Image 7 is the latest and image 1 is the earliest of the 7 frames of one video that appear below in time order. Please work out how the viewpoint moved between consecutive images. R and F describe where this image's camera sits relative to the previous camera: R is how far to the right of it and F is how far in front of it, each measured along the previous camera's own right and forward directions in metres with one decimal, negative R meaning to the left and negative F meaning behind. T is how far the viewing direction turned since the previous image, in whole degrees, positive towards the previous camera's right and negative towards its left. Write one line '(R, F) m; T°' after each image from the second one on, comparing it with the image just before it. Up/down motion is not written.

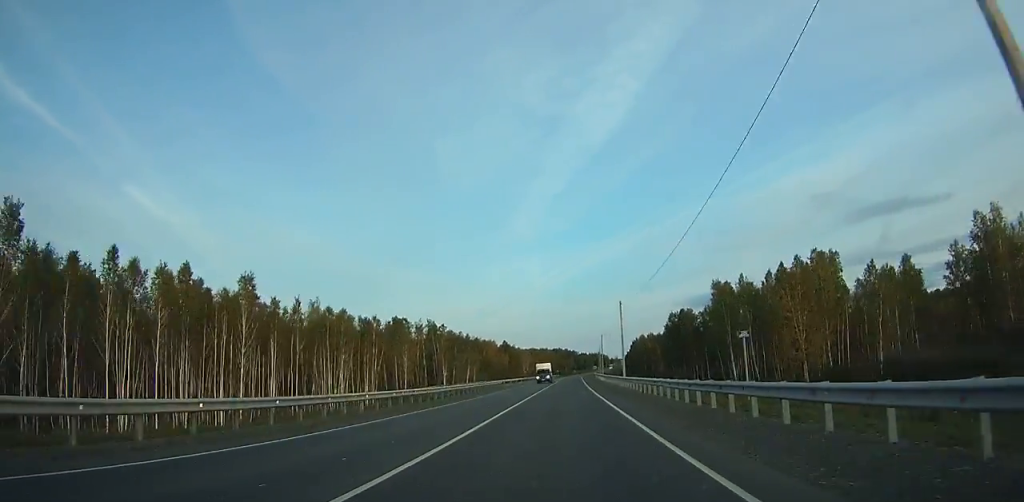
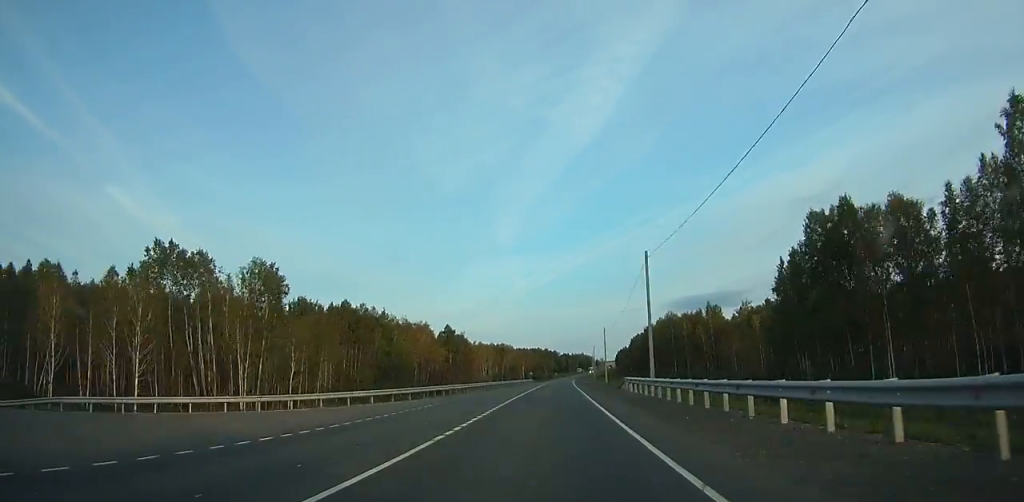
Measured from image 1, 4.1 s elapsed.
(+1.9, +83.5) m; +2°
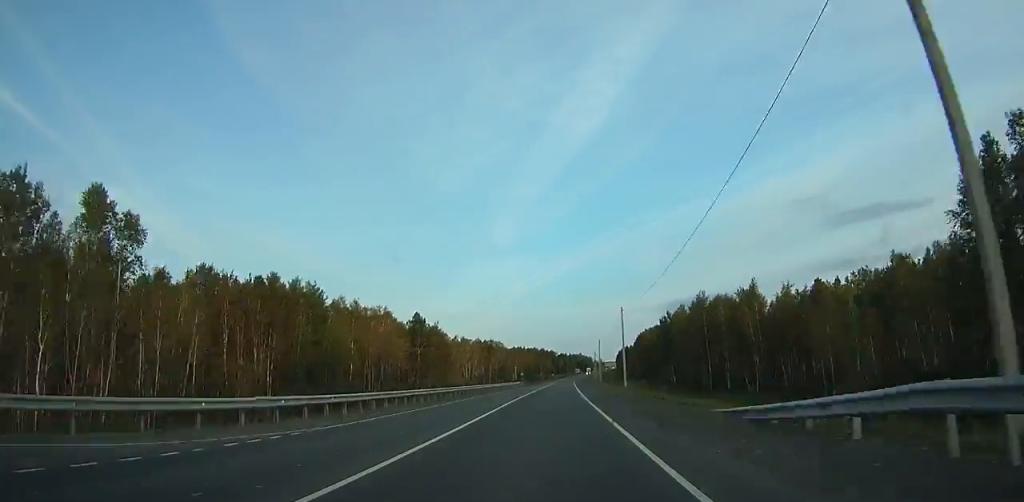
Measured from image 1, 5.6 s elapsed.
(+0.1, +30.3) m; 0°
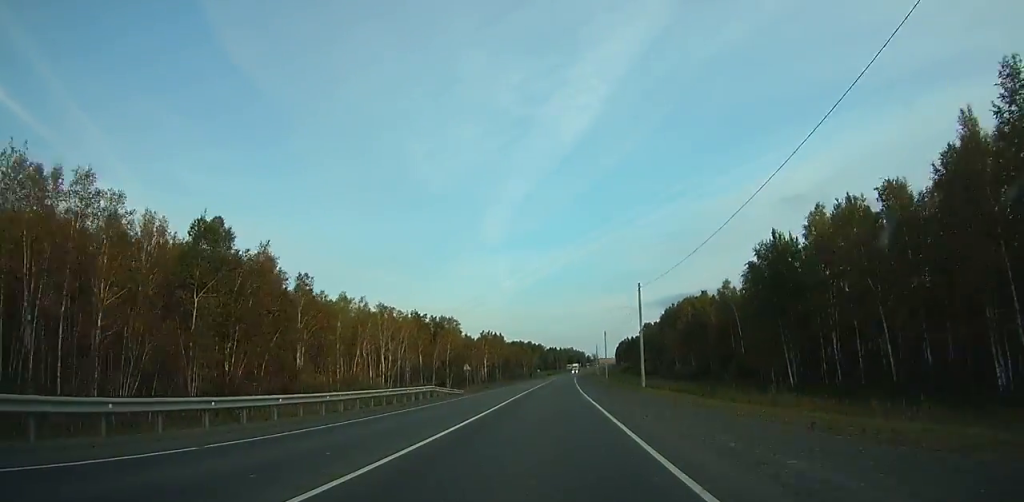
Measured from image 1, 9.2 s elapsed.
(+0.4, +72.1) m; +1°
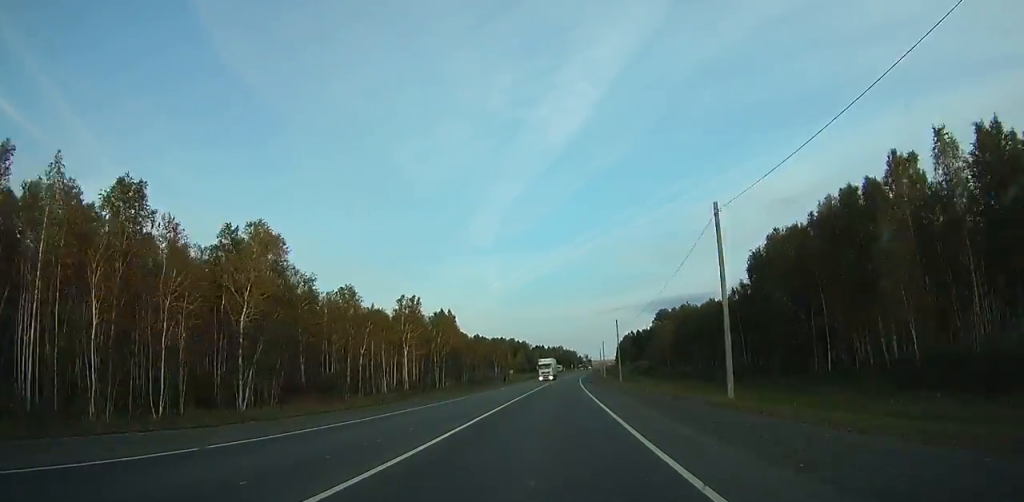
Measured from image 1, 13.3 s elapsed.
(+0.8, +82.3) m; +1°
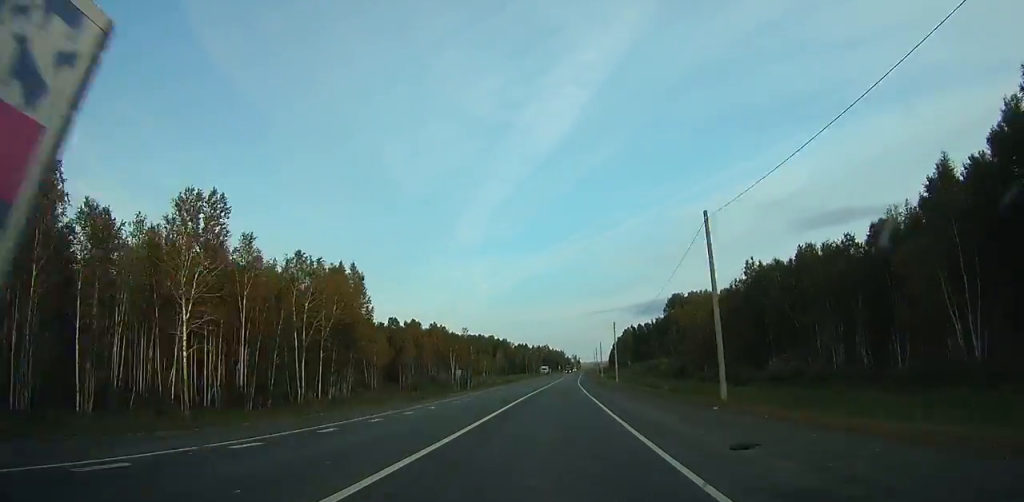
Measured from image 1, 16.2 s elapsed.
(+0.5, +58.7) m; +1°
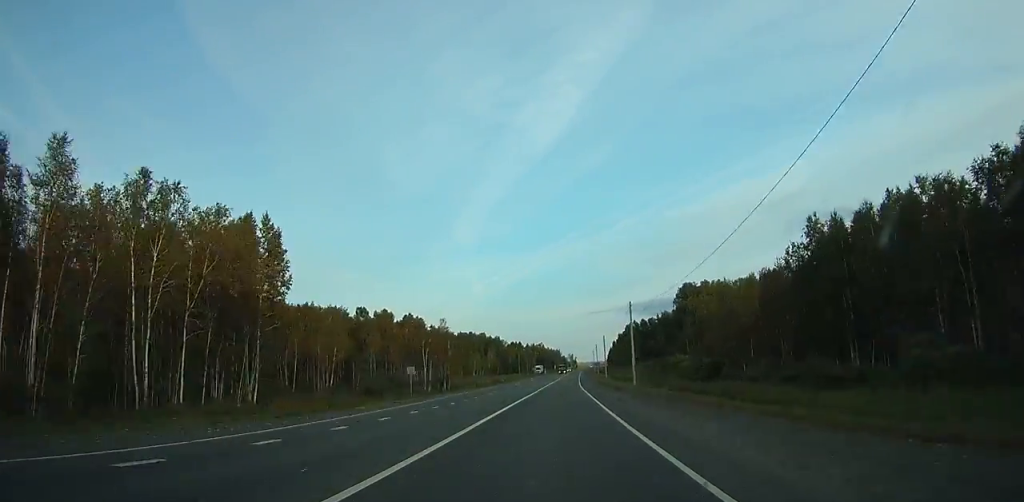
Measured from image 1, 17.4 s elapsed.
(-0.1, +24.4) m; +1°
